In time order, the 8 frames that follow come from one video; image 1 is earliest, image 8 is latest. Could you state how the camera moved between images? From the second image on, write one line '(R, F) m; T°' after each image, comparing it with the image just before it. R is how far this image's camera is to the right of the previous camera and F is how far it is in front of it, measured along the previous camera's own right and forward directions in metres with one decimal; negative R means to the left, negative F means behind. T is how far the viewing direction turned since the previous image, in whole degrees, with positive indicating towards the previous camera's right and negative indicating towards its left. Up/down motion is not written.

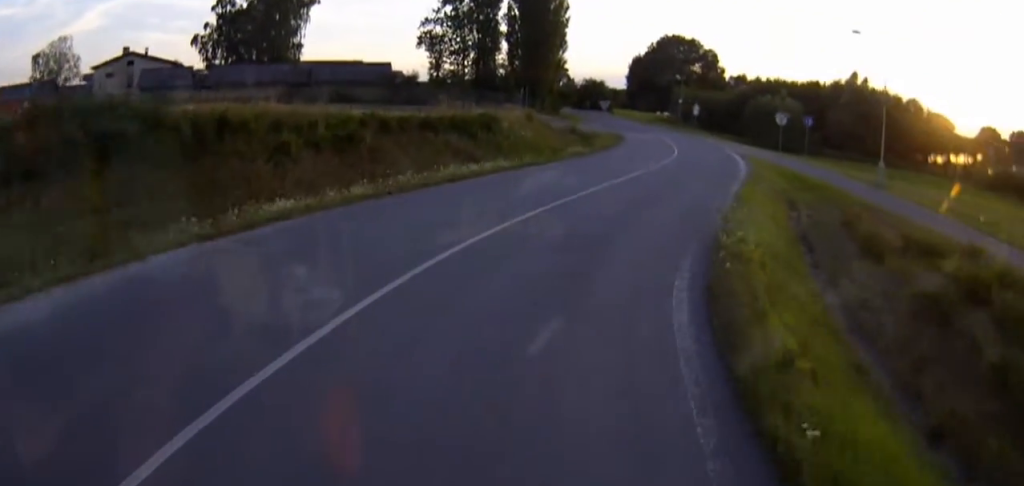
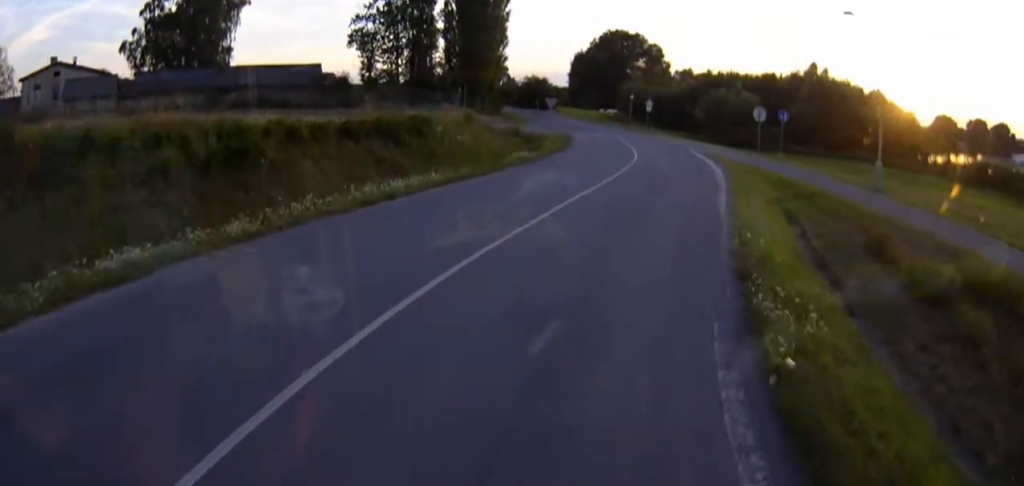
(+0.1, +6.5) m; +3°
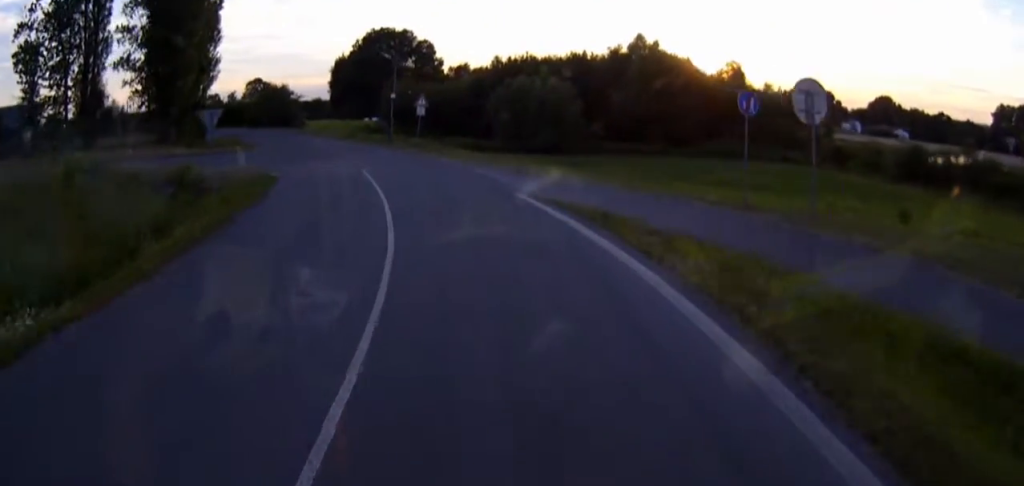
(+2.7, +29.6) m; +9°
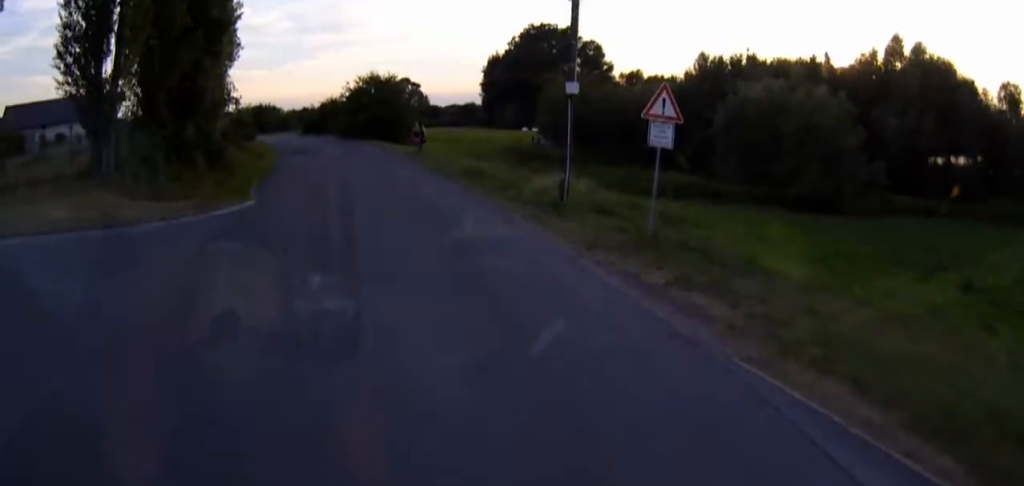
(-0.3, +30.1) m; -5°
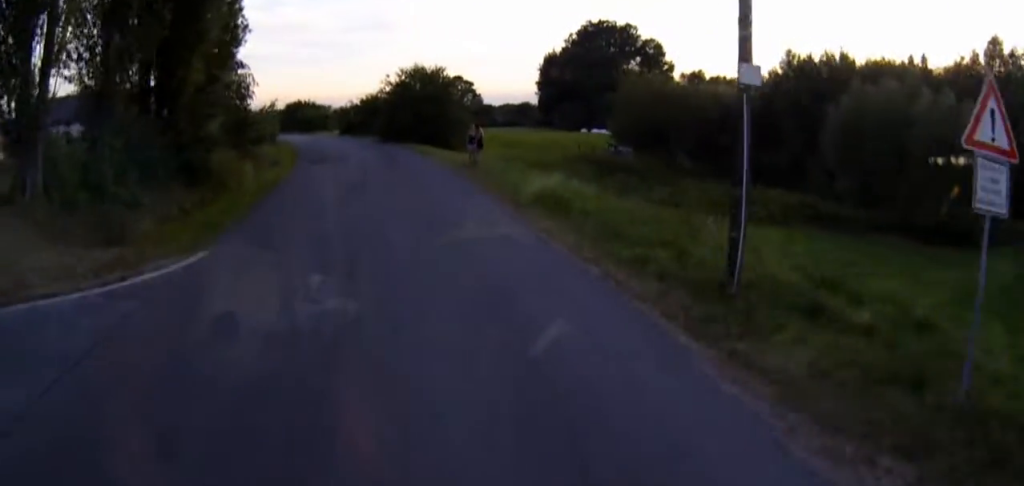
(-0.2, +9.0) m; -3°
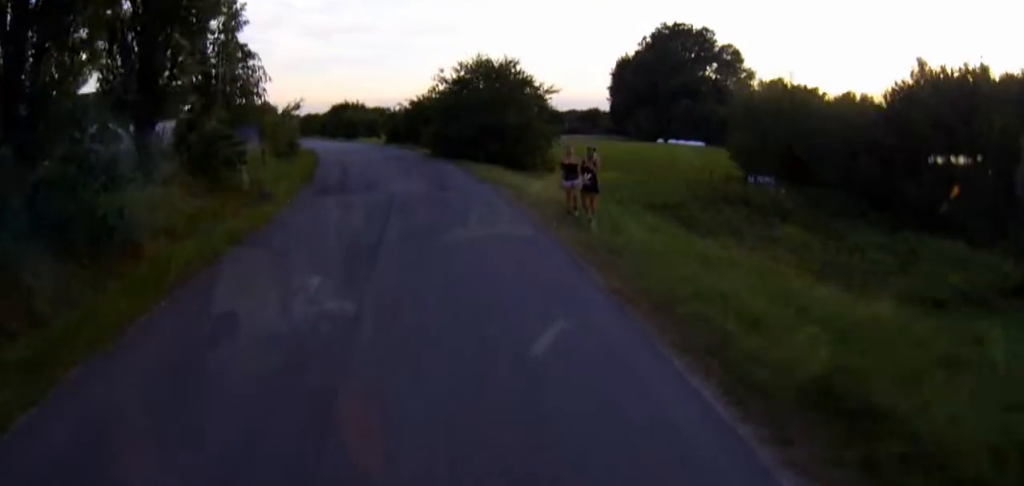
(-0.4, +11.9) m; -5°
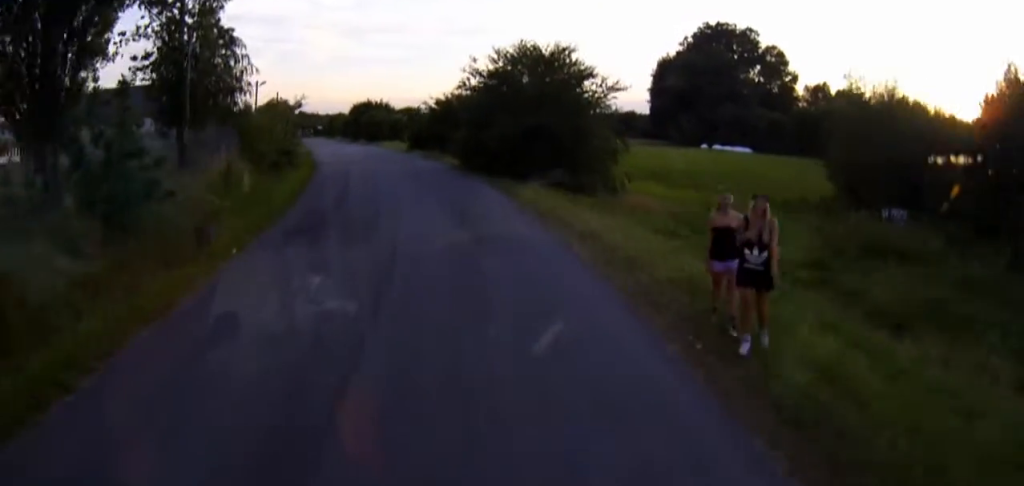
(-0.1, +8.1) m; -3°
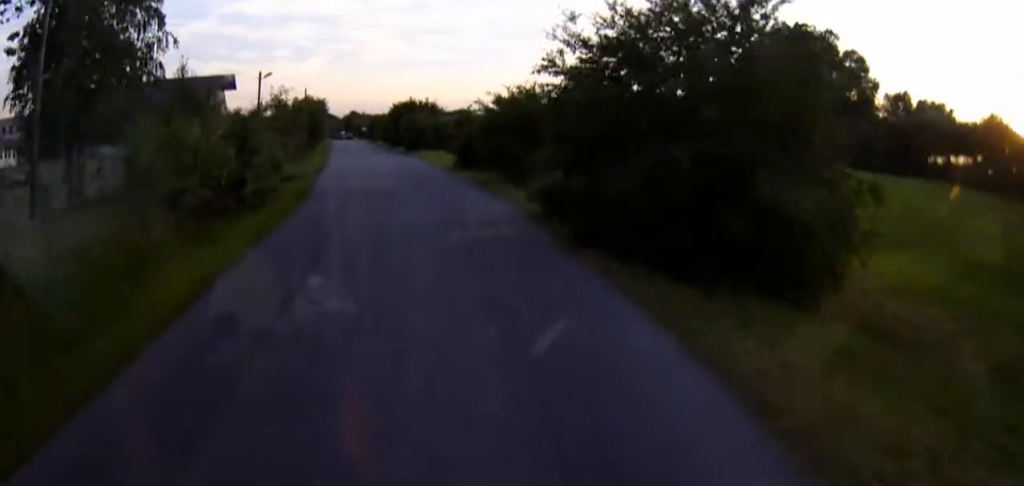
(-0.7, +14.0) m; -2°
